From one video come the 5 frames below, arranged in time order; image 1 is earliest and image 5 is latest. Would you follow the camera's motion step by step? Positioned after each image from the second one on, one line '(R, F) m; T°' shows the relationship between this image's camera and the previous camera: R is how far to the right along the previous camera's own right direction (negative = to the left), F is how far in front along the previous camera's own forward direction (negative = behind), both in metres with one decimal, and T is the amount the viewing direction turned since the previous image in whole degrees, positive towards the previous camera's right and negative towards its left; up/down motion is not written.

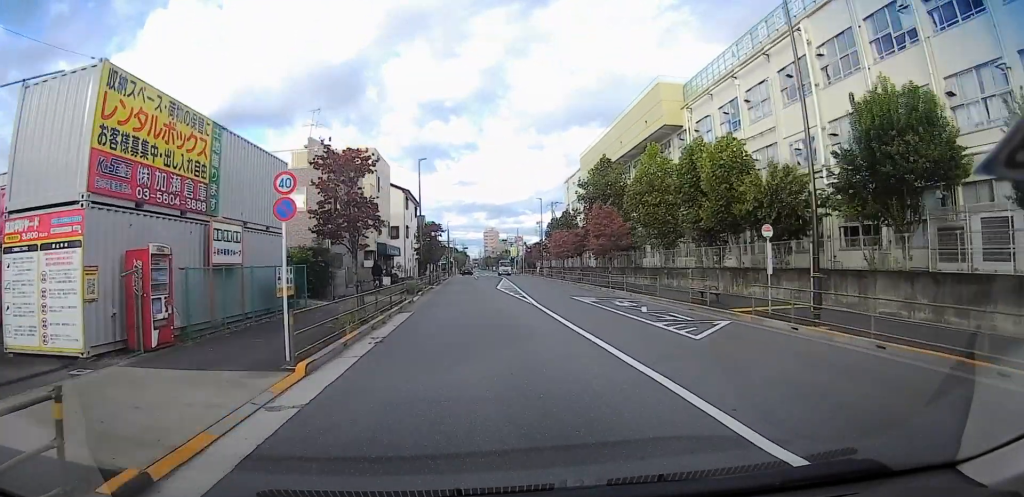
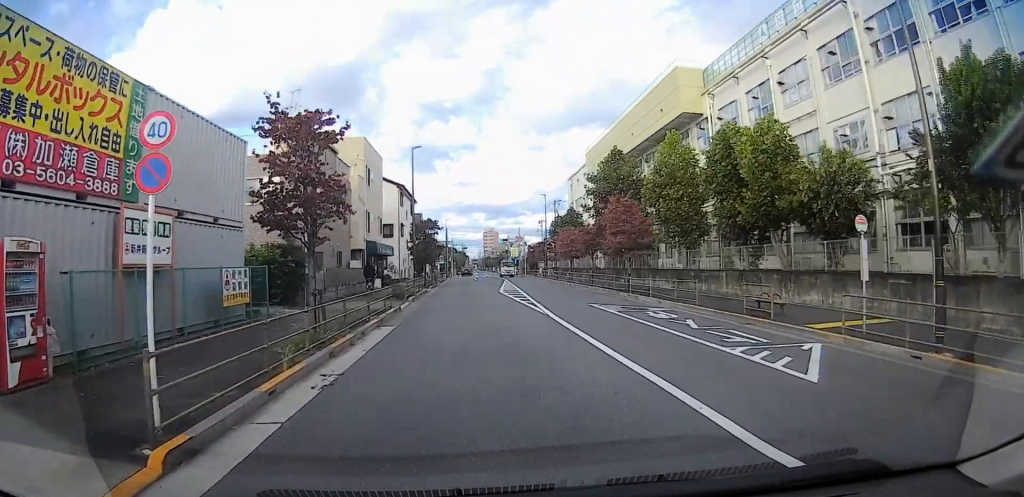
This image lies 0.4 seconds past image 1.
(0.0, +4.1) m; 0°
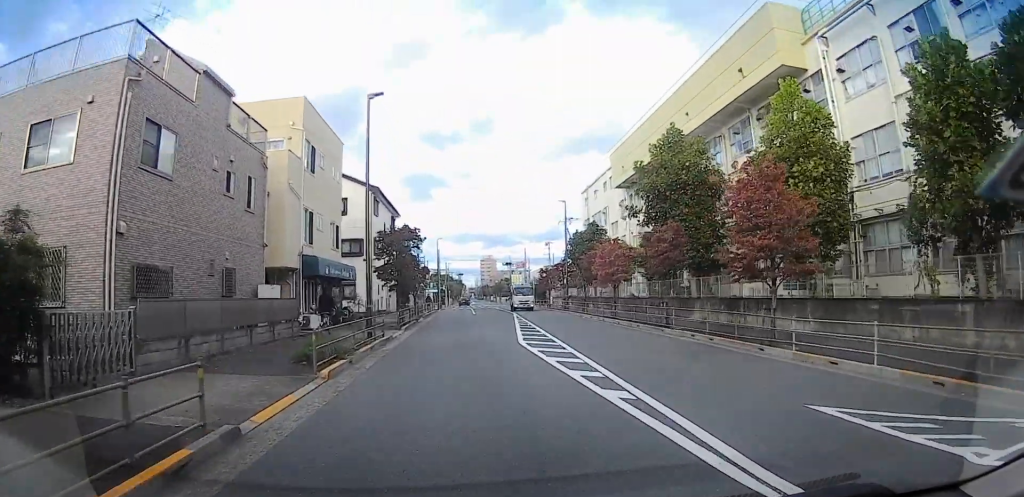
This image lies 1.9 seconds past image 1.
(0.0, +14.8) m; 0°
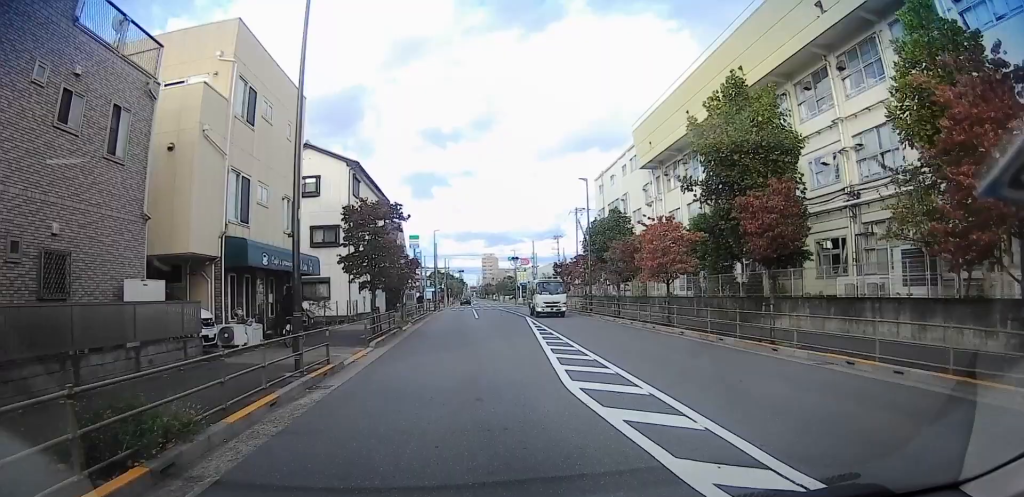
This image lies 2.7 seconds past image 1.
(0.0, +8.2) m; 0°
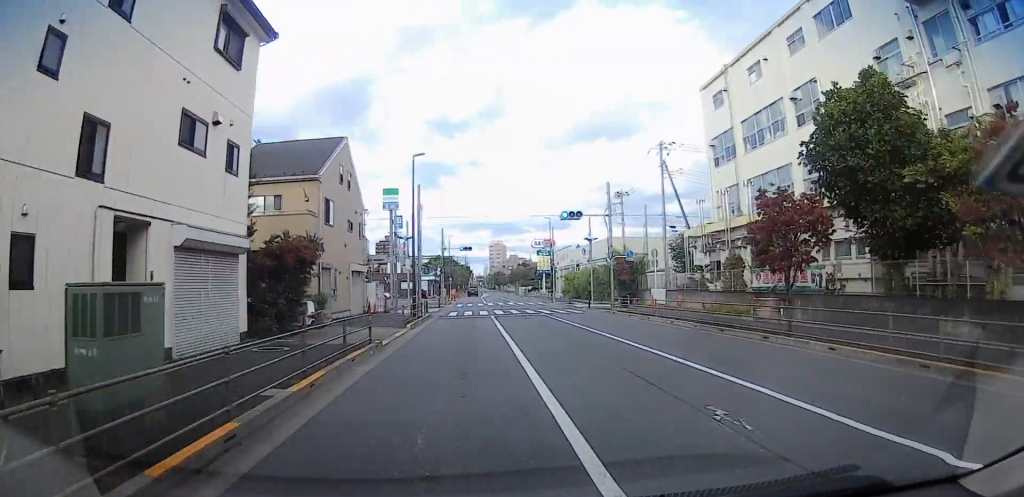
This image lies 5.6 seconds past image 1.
(0.0, +30.3) m; 0°
